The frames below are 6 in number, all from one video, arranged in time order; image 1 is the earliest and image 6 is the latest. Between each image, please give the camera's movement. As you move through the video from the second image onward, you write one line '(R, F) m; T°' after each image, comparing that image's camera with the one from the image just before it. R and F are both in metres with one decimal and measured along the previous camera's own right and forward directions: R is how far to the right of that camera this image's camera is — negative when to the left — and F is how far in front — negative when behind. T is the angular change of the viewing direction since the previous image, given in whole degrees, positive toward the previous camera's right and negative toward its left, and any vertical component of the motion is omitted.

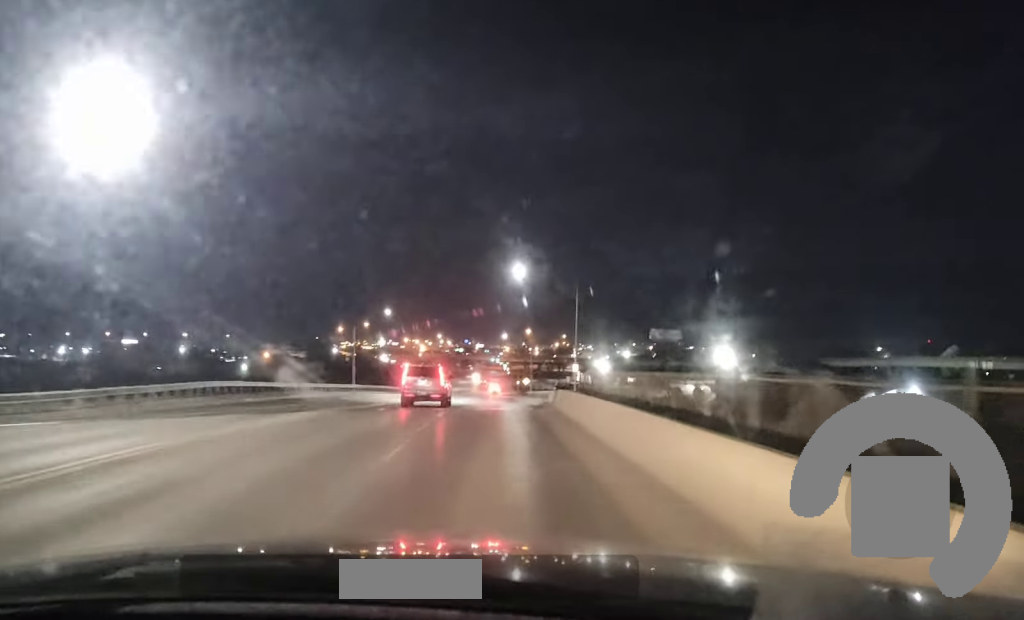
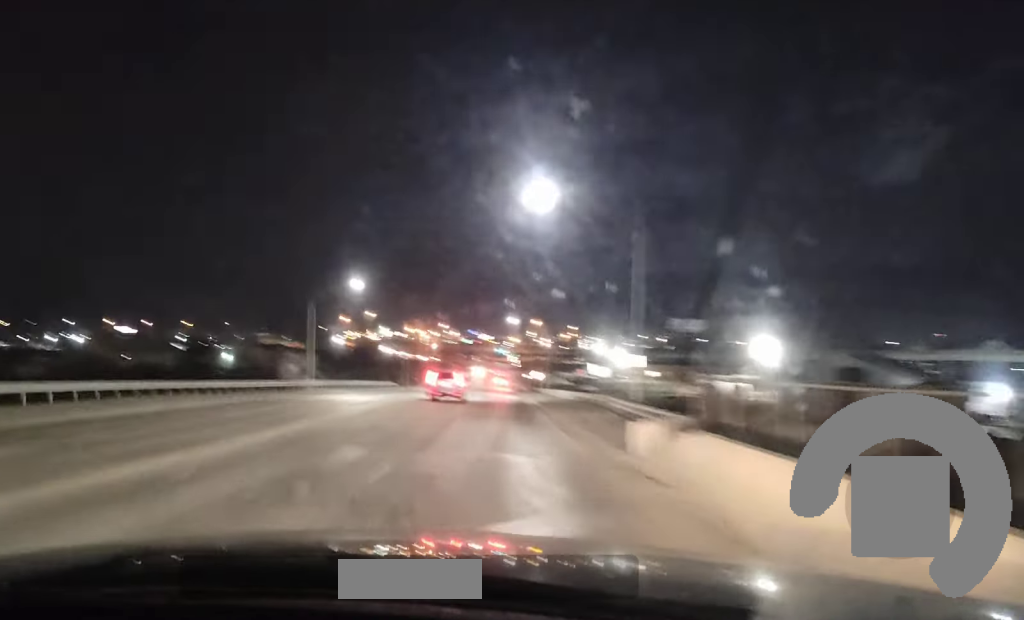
(-0.4, +25.7) m; -1°
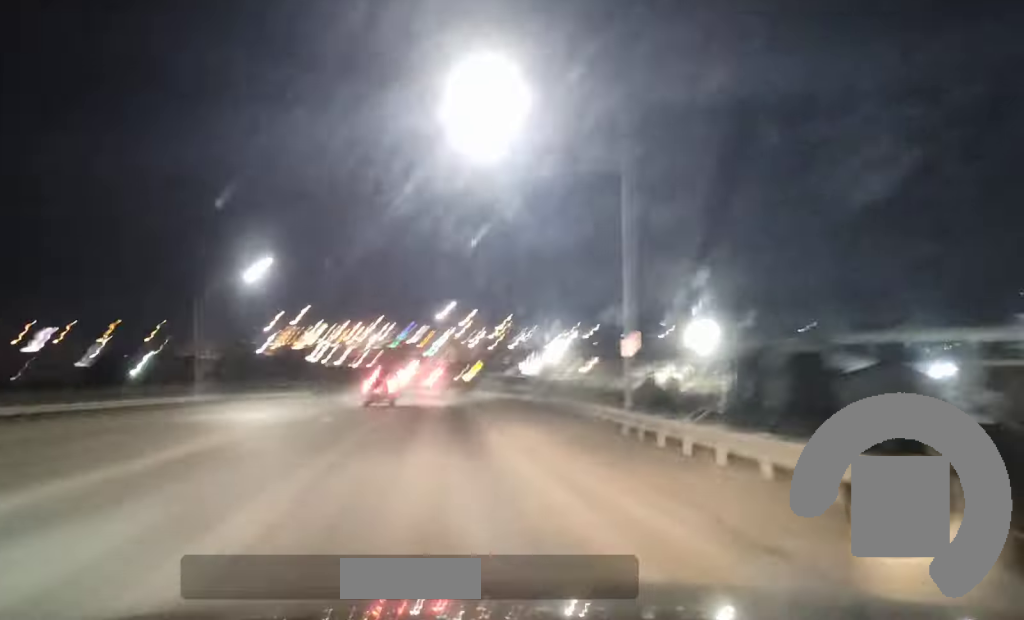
(+0.3, +11.7) m; +1°
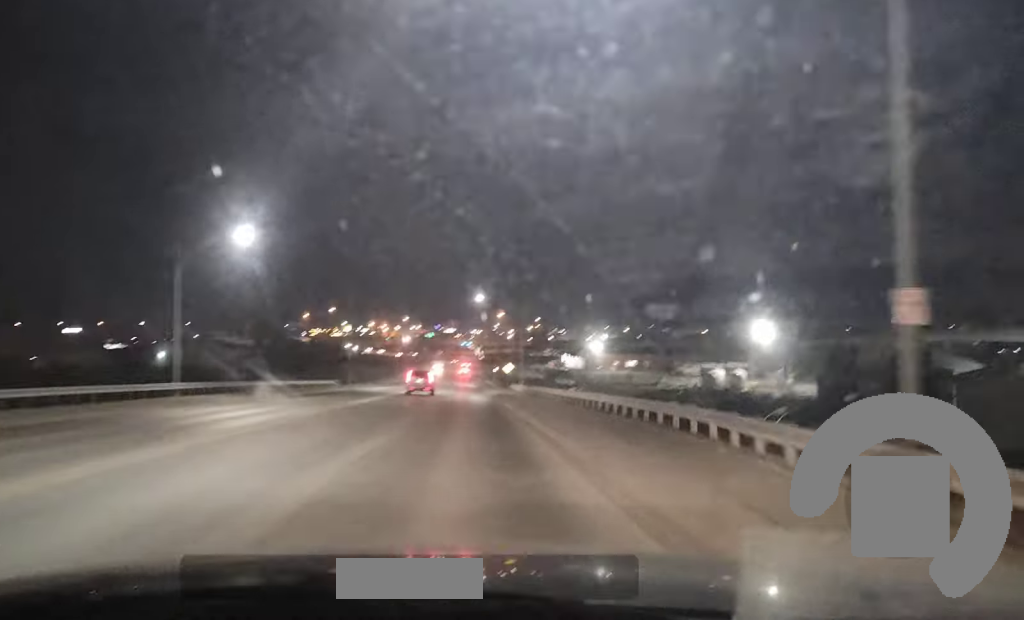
(+0.1, +12.5) m; 0°
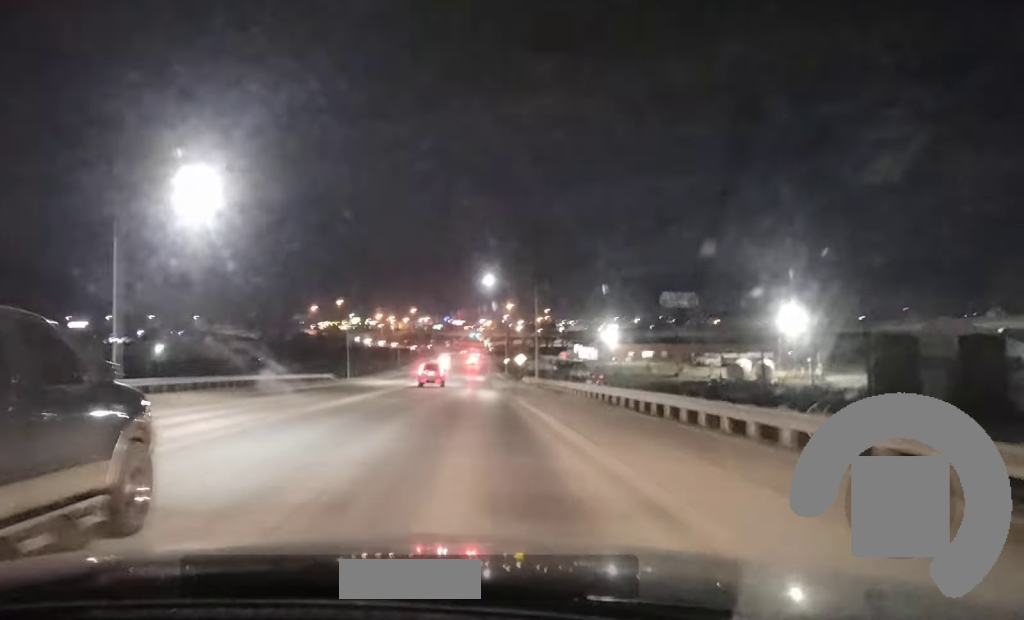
(0.0, +9.8) m; 0°
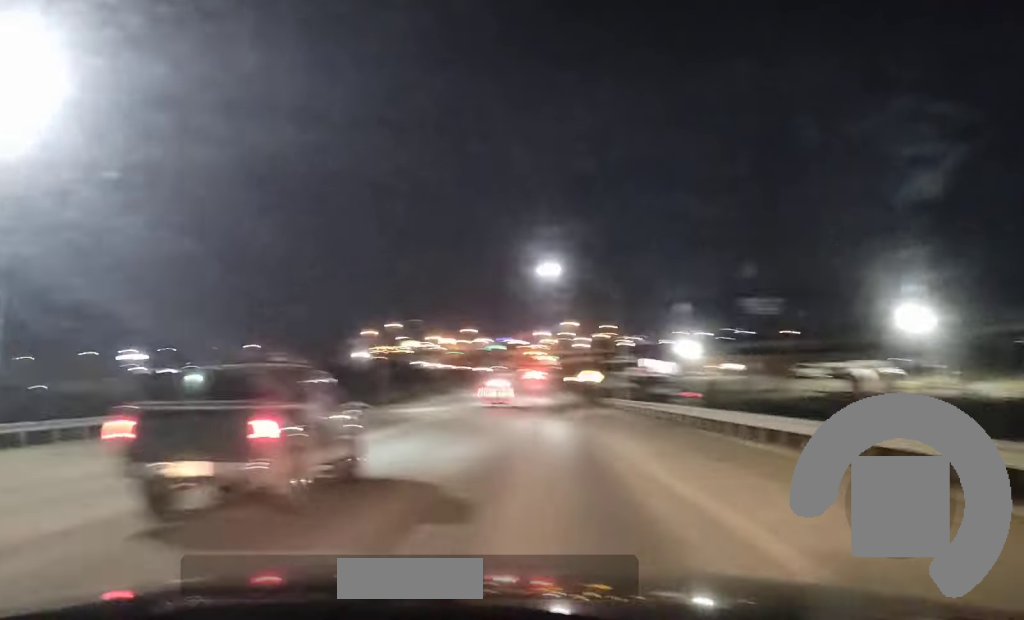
(+0.1, +18.5) m; 0°
